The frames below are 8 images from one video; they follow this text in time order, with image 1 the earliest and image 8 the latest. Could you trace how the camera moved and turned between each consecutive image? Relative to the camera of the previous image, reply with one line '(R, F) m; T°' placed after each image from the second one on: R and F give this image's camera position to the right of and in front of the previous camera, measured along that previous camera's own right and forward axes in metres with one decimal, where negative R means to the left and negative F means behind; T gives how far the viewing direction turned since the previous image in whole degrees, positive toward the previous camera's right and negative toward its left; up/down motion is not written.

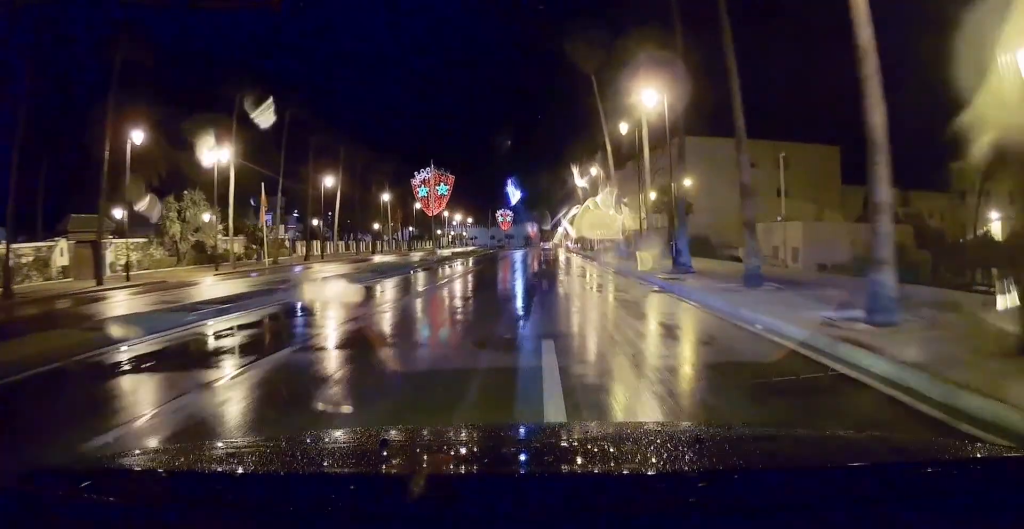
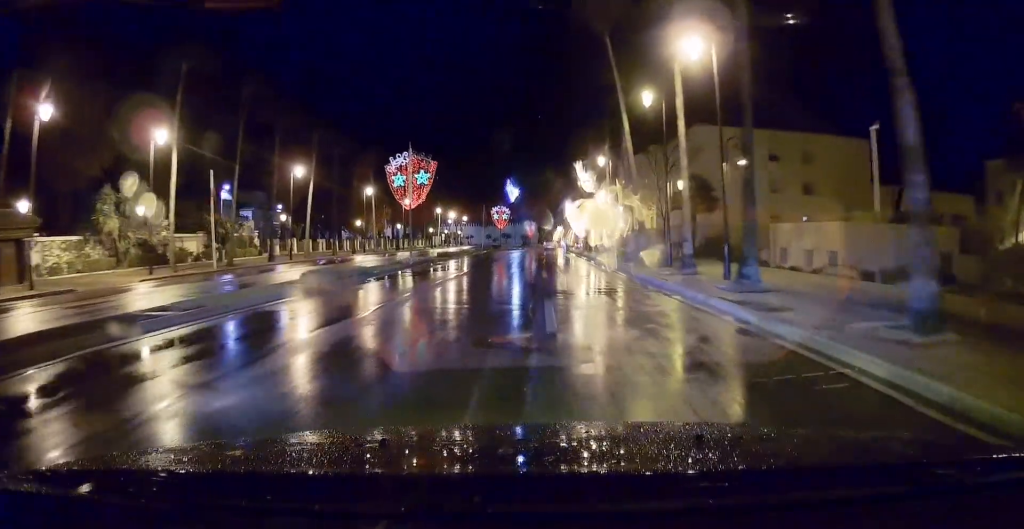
(0.0, +7.3) m; 0°
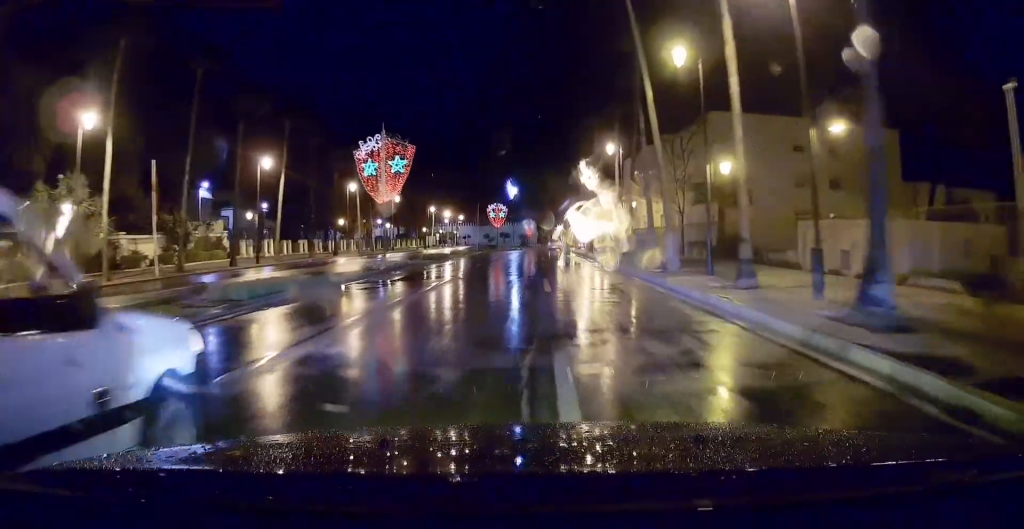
(0.0, +6.2) m; 0°
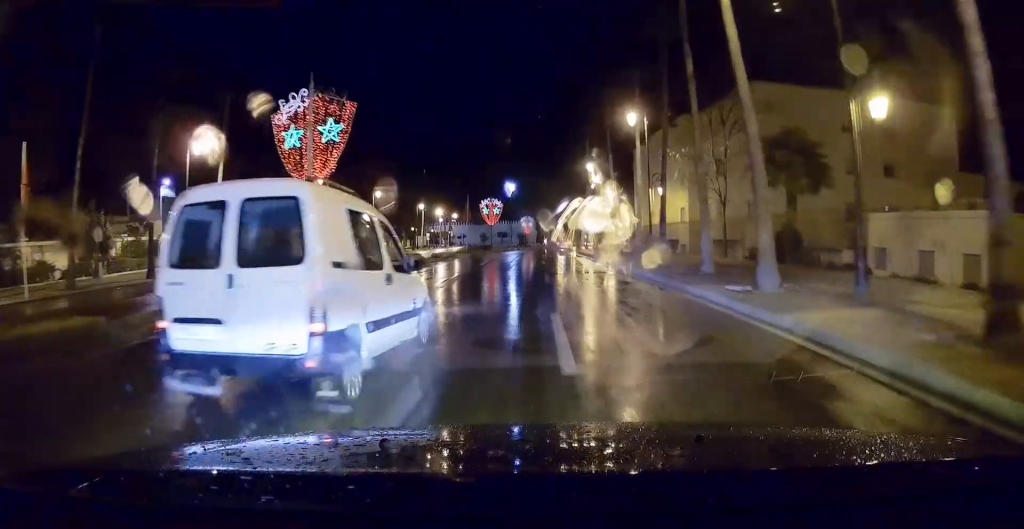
(0.0, +9.8) m; 0°
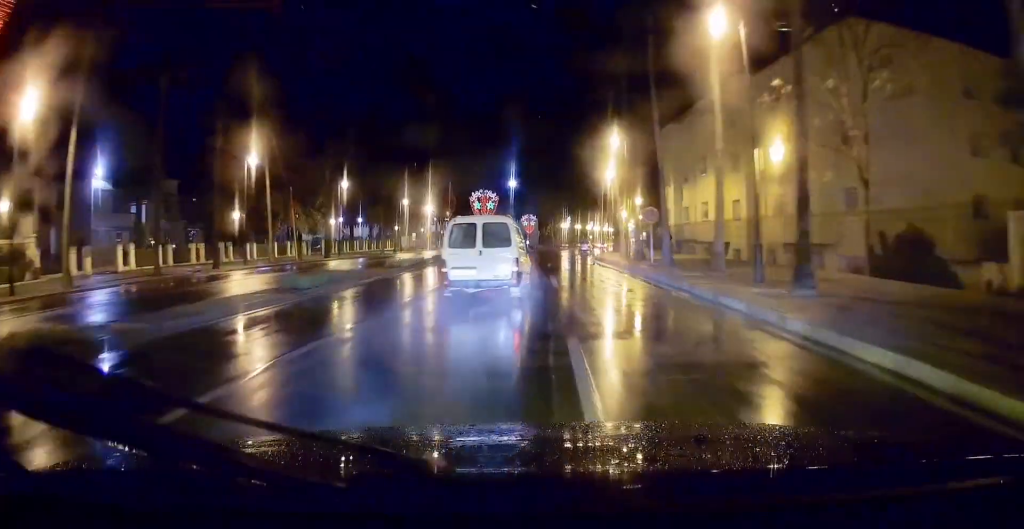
(-0.1, +15.0) m; -1°
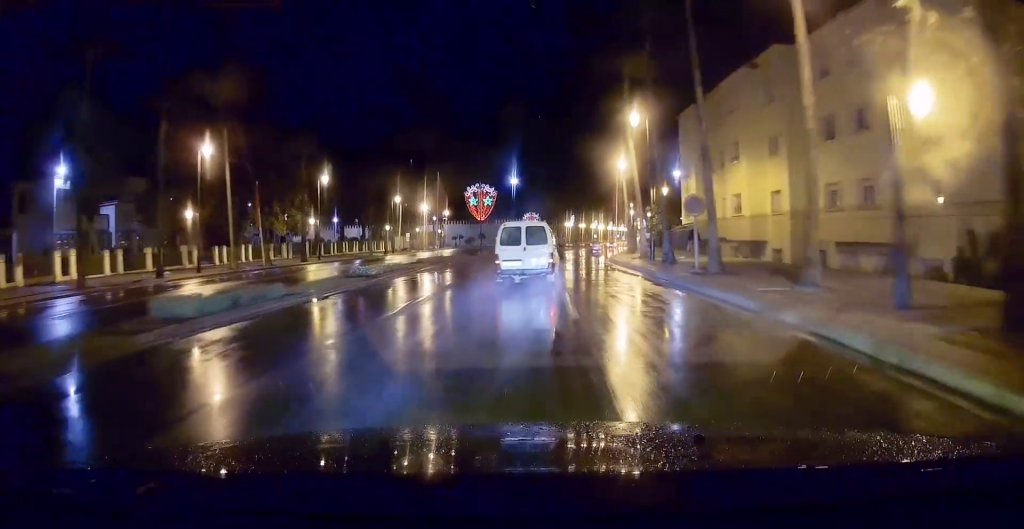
(0.0, +6.9) m; 0°
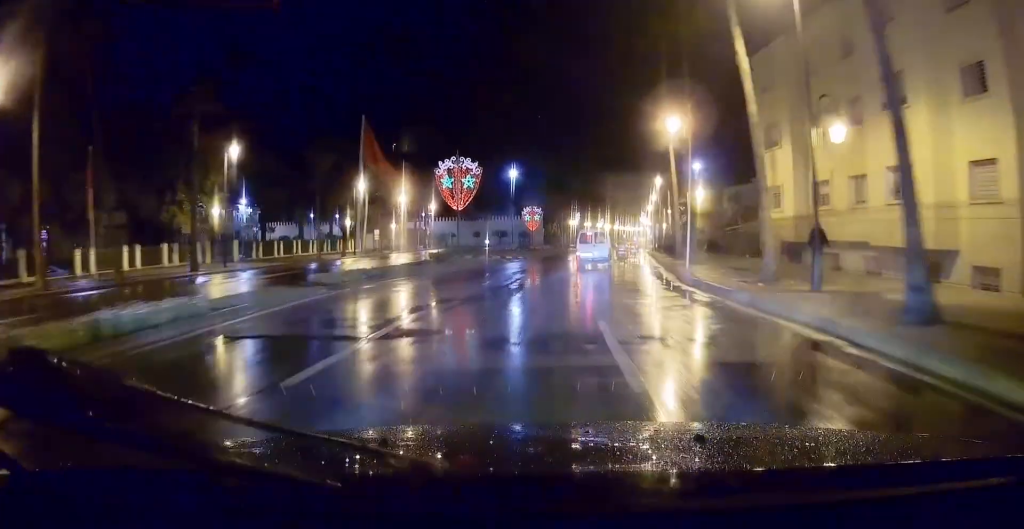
(+0.1, +18.9) m; +2°
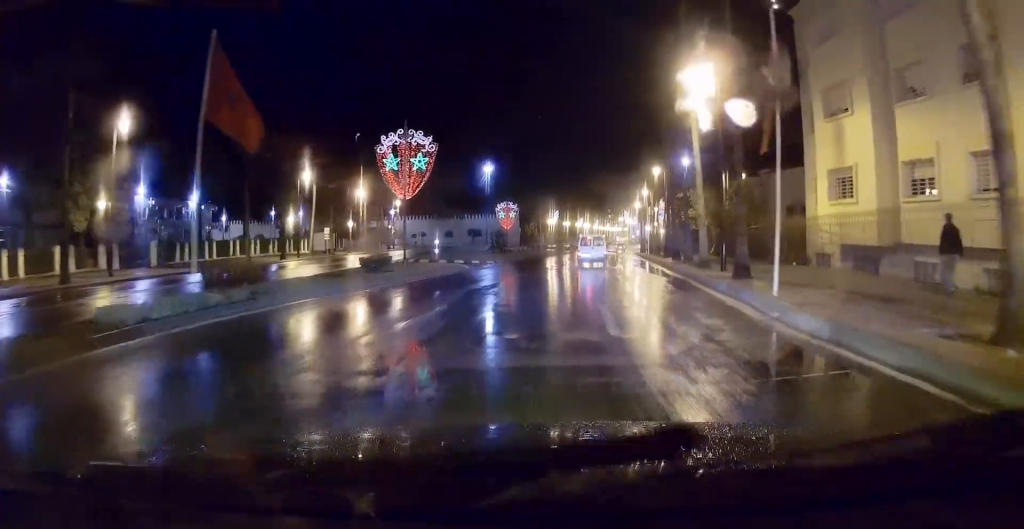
(+0.2, +10.1) m; +2°
